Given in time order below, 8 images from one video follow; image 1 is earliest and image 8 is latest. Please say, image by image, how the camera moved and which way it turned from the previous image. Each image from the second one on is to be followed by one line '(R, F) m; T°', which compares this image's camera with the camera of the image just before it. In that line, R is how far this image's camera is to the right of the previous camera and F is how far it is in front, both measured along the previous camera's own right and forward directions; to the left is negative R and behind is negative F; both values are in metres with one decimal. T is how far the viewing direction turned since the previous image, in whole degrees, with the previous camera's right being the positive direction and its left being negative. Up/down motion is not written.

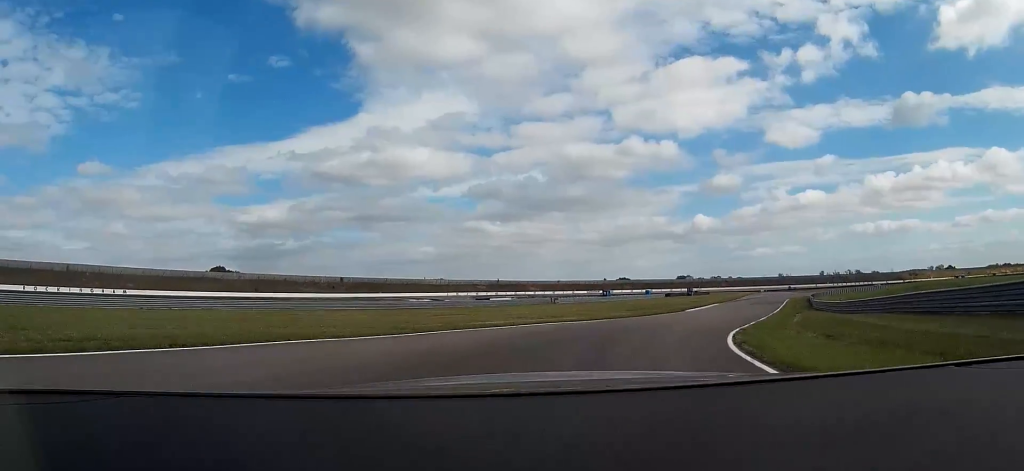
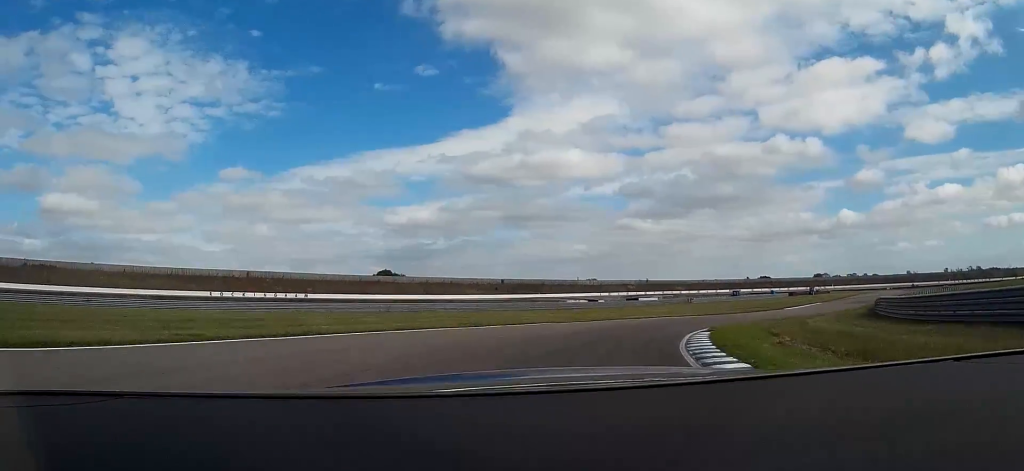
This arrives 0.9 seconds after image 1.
(-2.4, +22.6) m; -15°
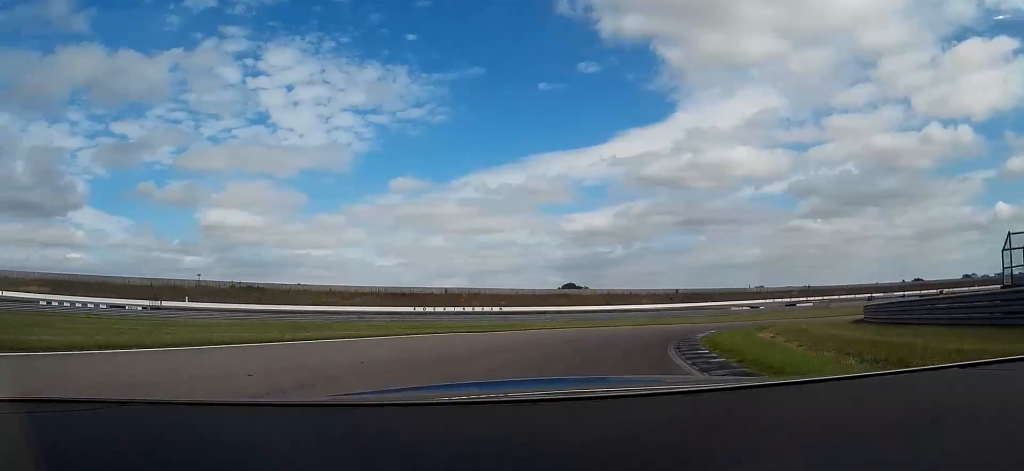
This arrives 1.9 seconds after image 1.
(-4.1, +24.5) m; -19°
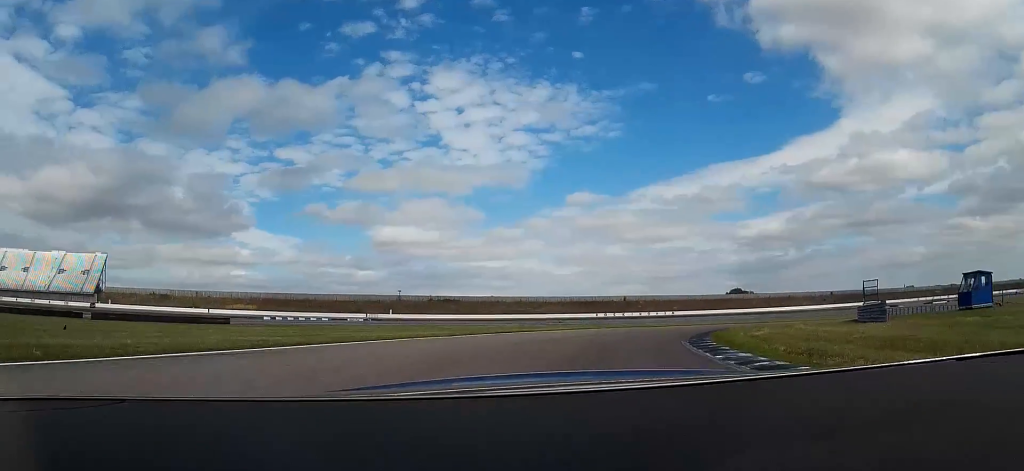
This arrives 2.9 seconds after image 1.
(-4.4, +25.5) m; -19°
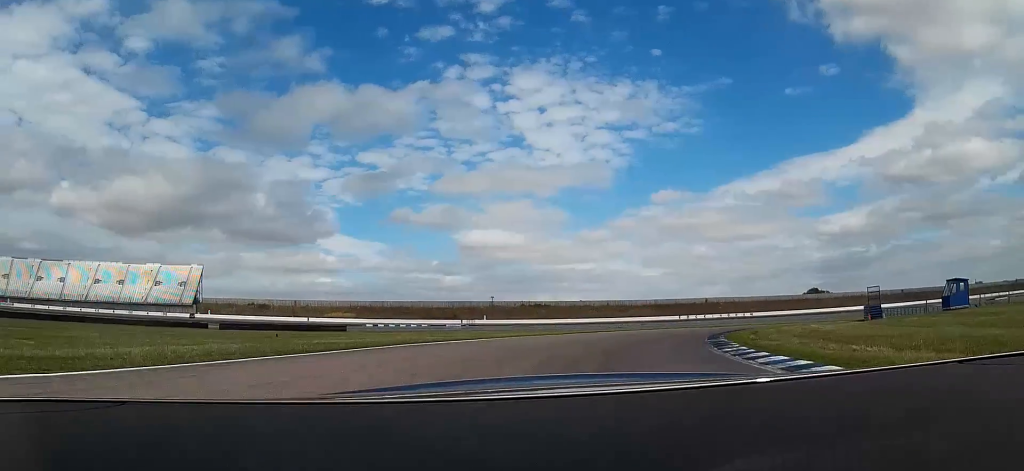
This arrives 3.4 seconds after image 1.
(-0.8, +12.2) m; -8°
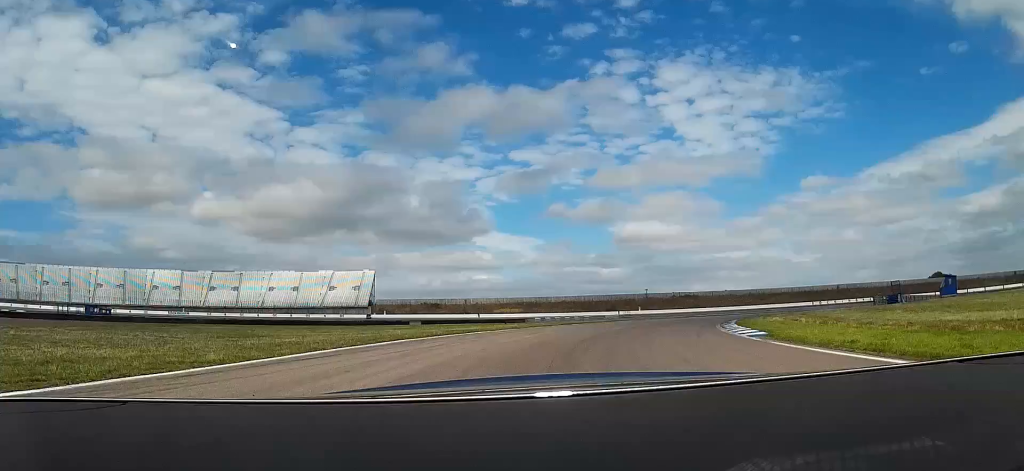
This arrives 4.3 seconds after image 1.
(-3.5, +24.9) m; -15°
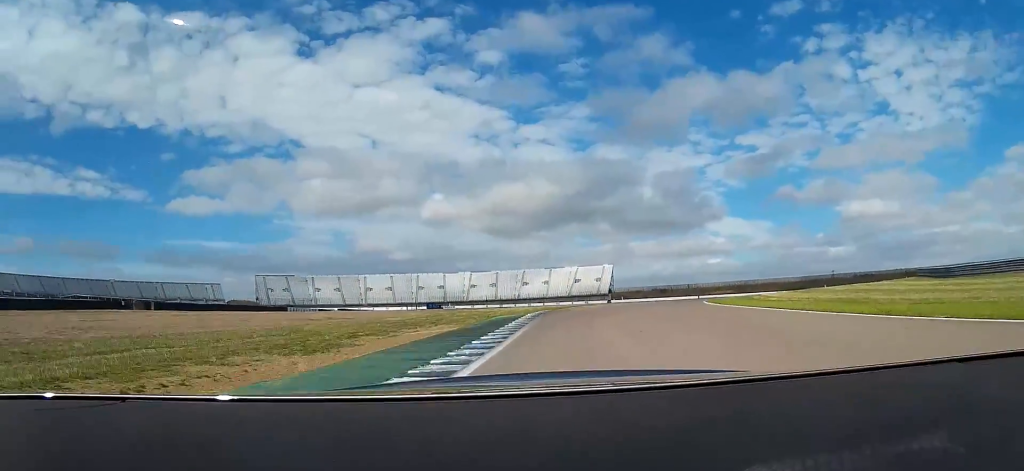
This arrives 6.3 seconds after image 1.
(-11.1, +58.1) m; -17°
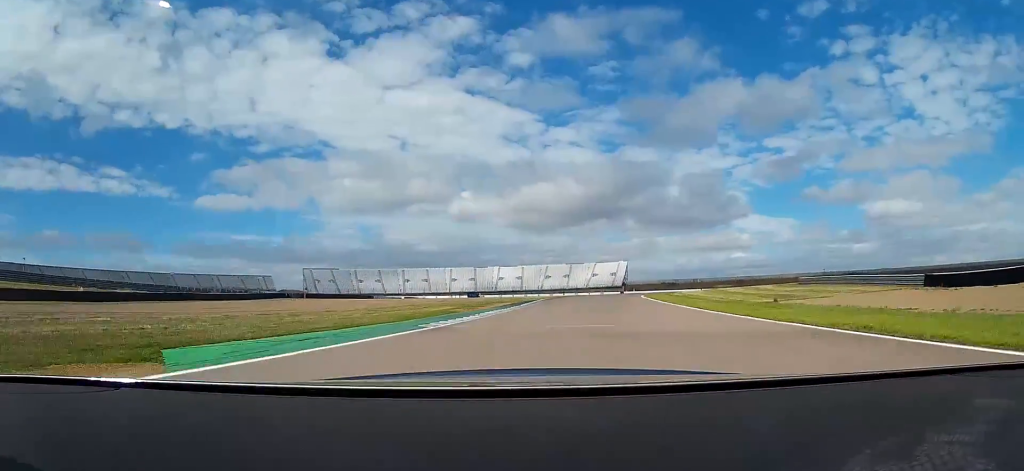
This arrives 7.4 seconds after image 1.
(-1.4, +40.2) m; -2°
